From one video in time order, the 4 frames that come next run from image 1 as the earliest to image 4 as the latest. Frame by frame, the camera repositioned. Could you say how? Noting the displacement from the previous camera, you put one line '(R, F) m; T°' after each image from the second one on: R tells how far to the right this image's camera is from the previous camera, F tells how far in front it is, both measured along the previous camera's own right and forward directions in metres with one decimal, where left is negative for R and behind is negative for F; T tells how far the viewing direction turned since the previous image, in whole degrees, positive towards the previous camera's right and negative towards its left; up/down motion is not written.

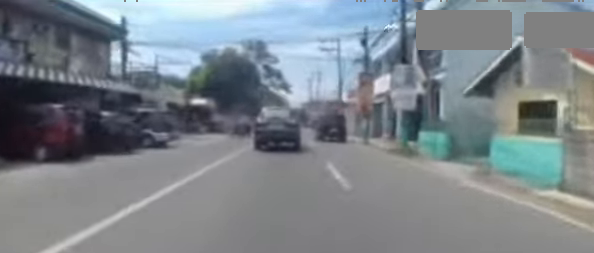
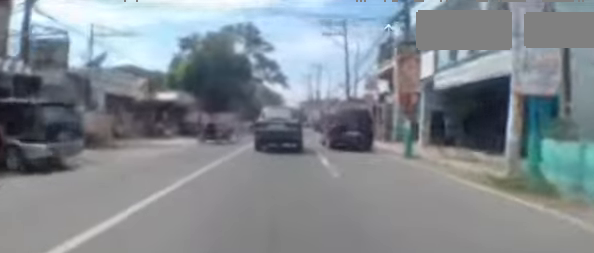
(0.0, +7.5) m; 0°
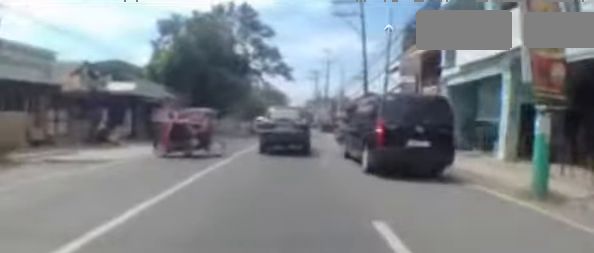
(0.0, +6.5) m; 0°
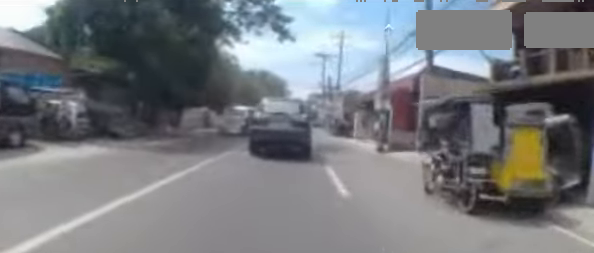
(+0.9, +13.6) m; +6°
